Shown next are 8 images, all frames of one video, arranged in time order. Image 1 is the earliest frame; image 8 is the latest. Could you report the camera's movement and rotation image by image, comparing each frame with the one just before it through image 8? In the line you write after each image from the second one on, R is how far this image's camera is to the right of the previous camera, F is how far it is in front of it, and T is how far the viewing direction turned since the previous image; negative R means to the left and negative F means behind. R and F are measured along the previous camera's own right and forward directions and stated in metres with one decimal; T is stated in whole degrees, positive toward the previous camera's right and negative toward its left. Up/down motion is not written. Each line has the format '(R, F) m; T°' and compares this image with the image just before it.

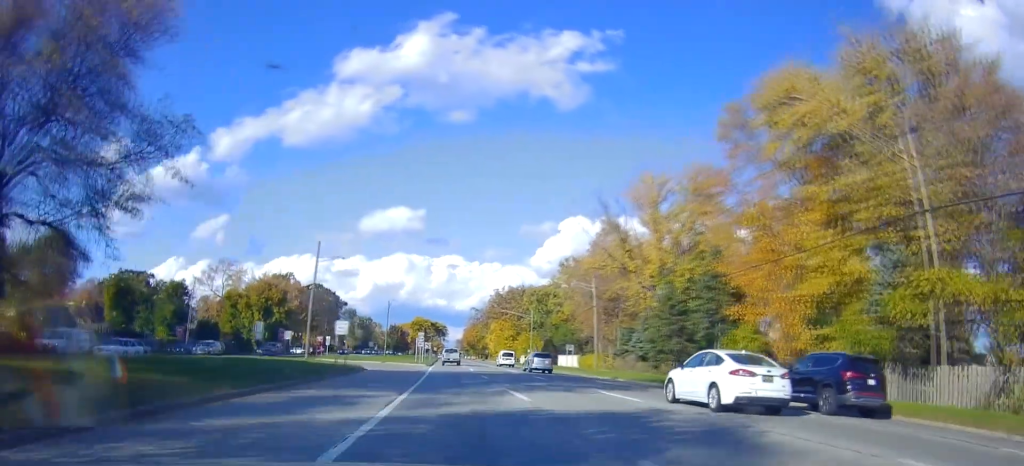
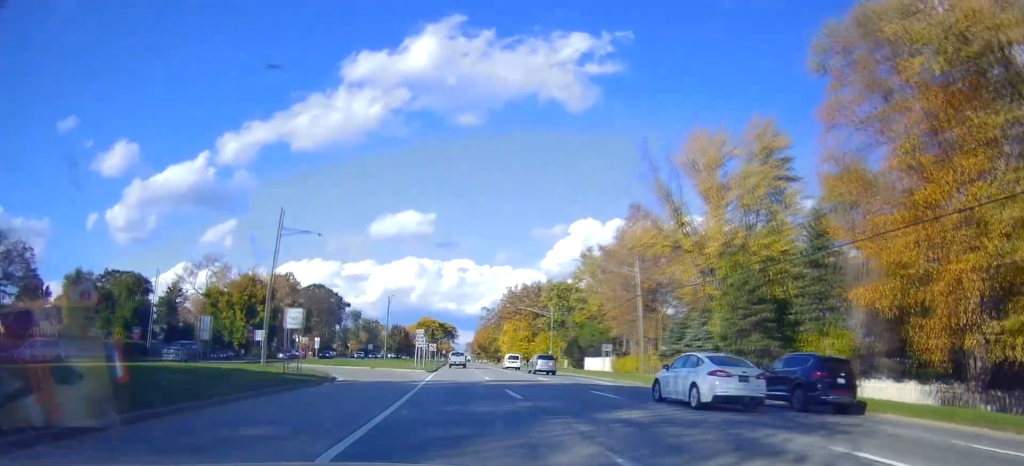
(0.0, +14.1) m; 0°
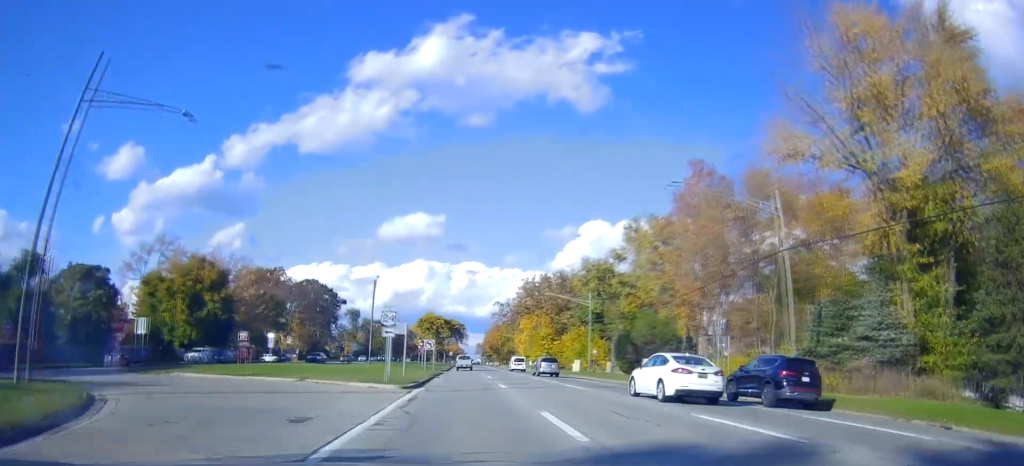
(-0.3, +25.2) m; -1°
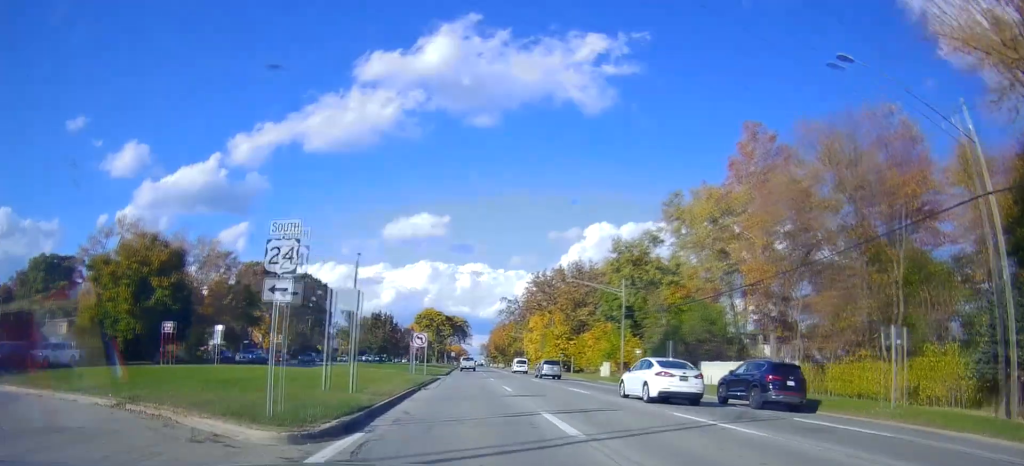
(-0.1, +15.2) m; 0°
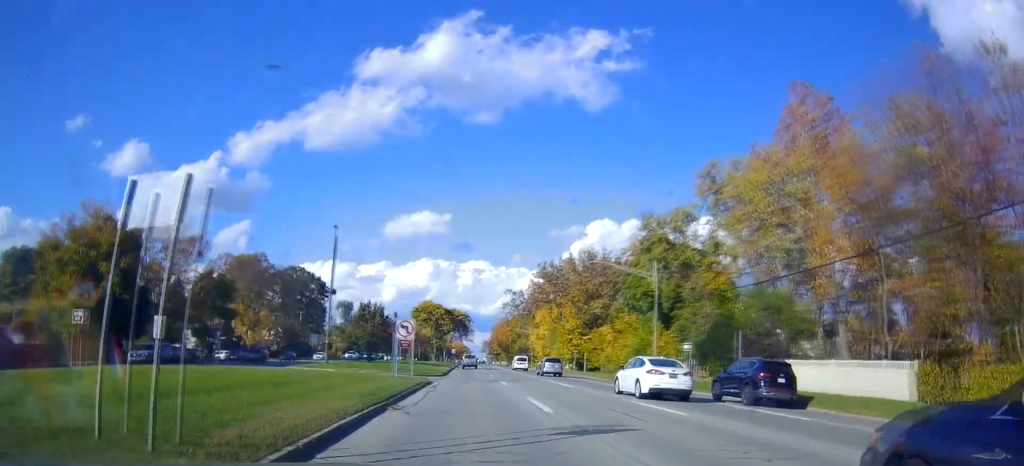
(+0.2, +10.7) m; +1°
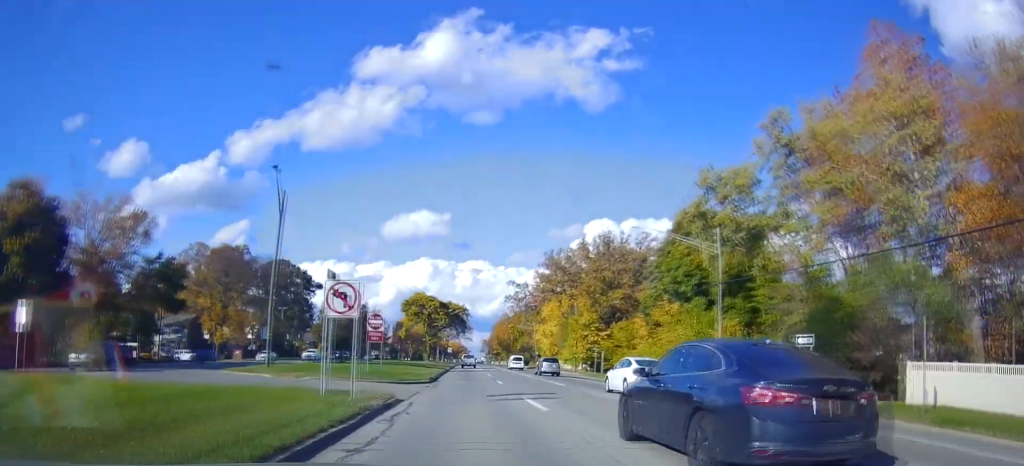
(+0.1, +14.5) m; -1°
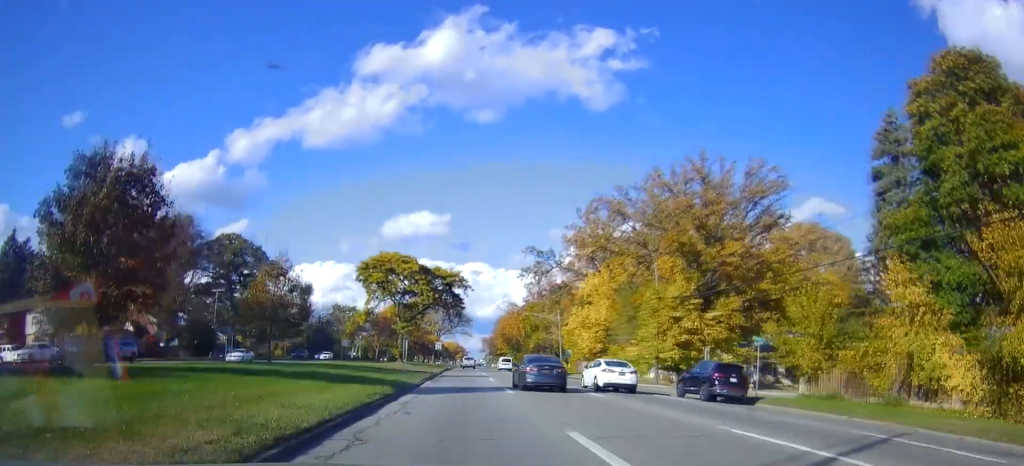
(-0.7, +39.7) m; 0°
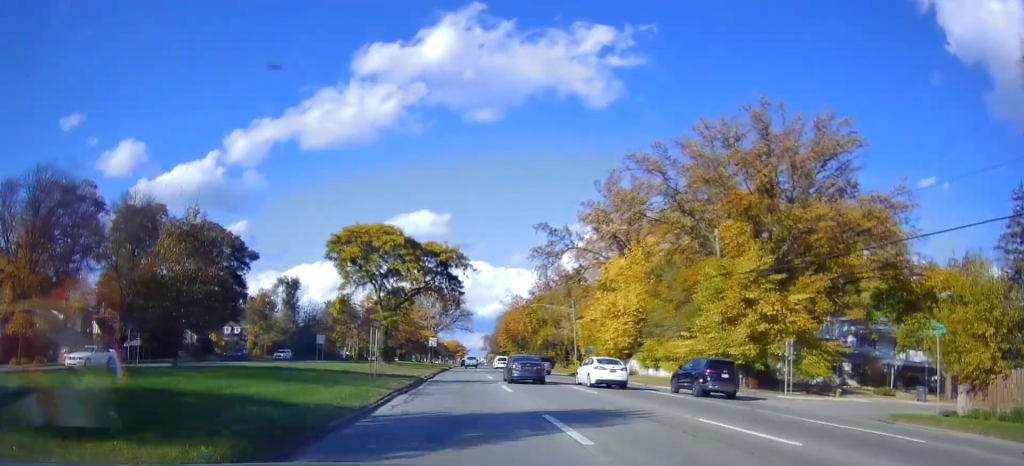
(+0.1, +13.7) m; 0°
